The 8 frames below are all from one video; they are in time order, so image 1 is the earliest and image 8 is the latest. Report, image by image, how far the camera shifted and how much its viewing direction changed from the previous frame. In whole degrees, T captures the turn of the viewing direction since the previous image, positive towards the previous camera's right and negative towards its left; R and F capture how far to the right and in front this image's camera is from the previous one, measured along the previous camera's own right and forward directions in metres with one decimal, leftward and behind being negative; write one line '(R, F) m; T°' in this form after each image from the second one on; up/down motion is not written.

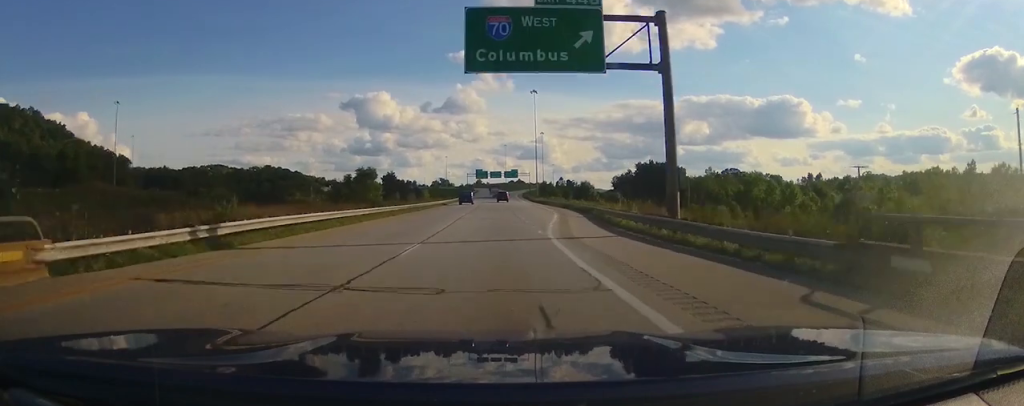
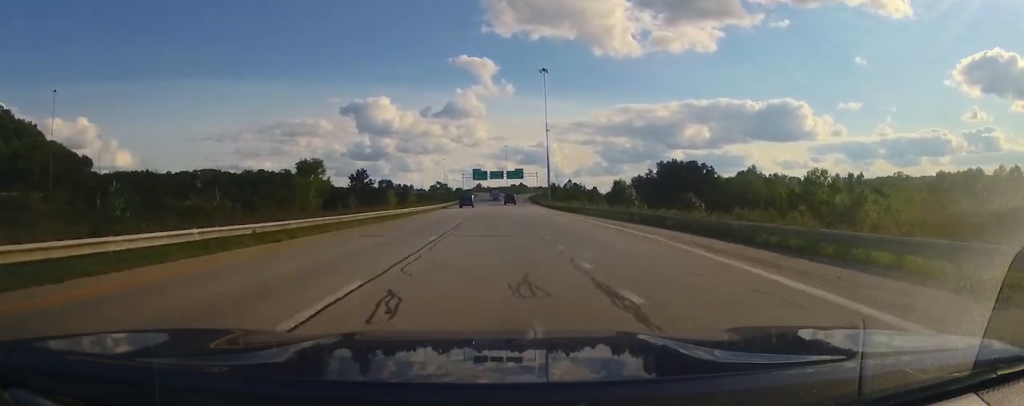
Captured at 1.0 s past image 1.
(-0.5, +31.1) m; -1°
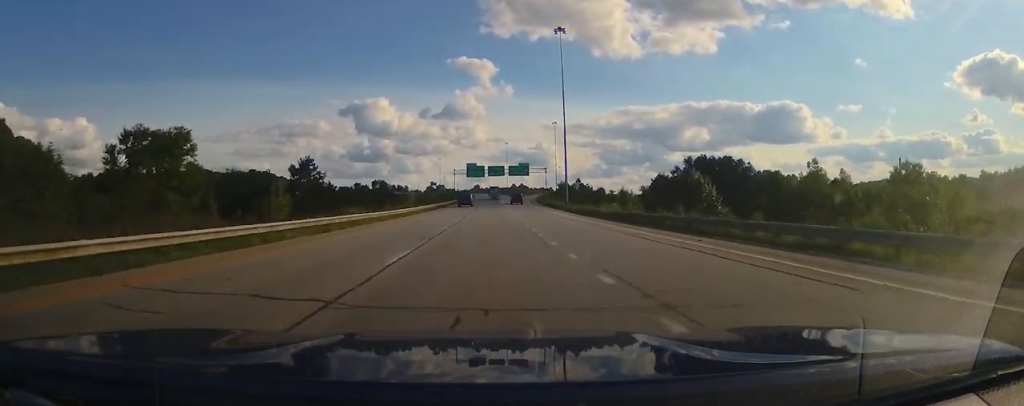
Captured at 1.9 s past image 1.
(+0.1, +31.3) m; +1°
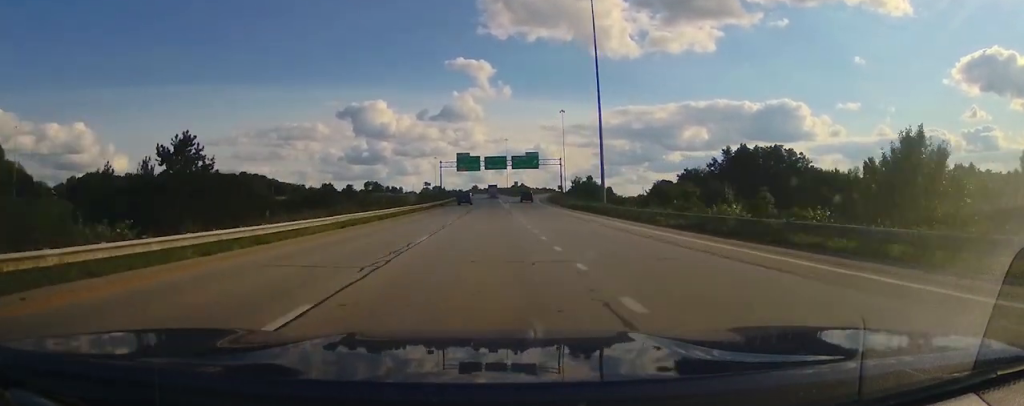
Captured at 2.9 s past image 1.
(+0.2, +32.0) m; +1°
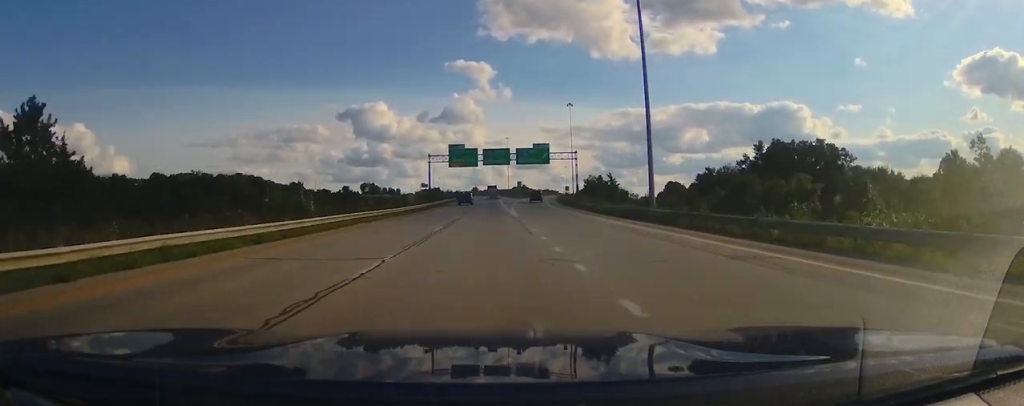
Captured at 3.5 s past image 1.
(0.0, +18.8) m; 0°
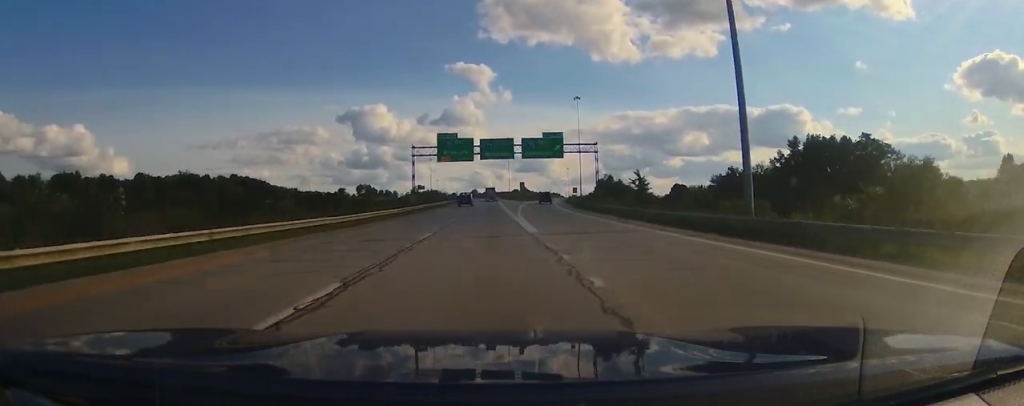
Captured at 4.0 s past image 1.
(0.0, +16.7) m; 0°
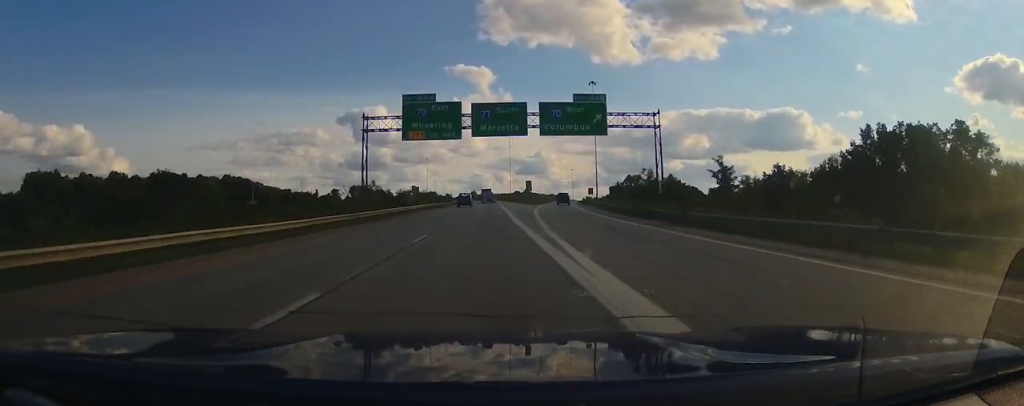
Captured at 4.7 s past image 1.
(-0.1, +25.6) m; 0°
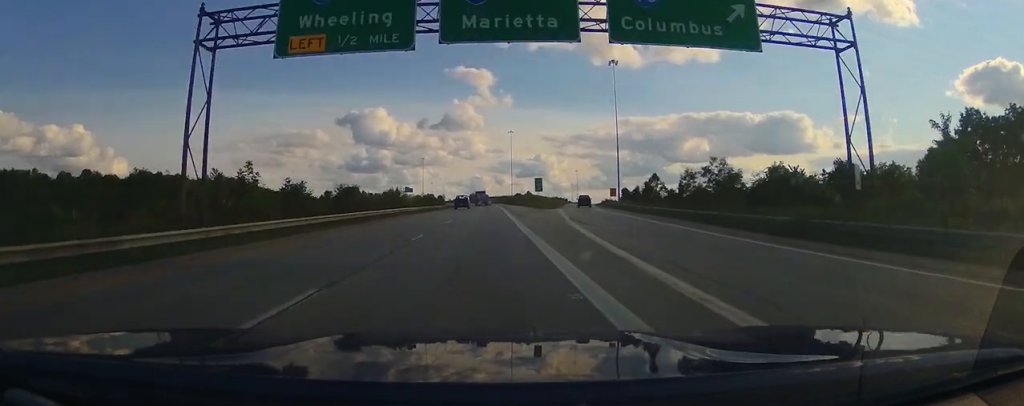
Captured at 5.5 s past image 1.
(-0.1, +24.6) m; 0°
